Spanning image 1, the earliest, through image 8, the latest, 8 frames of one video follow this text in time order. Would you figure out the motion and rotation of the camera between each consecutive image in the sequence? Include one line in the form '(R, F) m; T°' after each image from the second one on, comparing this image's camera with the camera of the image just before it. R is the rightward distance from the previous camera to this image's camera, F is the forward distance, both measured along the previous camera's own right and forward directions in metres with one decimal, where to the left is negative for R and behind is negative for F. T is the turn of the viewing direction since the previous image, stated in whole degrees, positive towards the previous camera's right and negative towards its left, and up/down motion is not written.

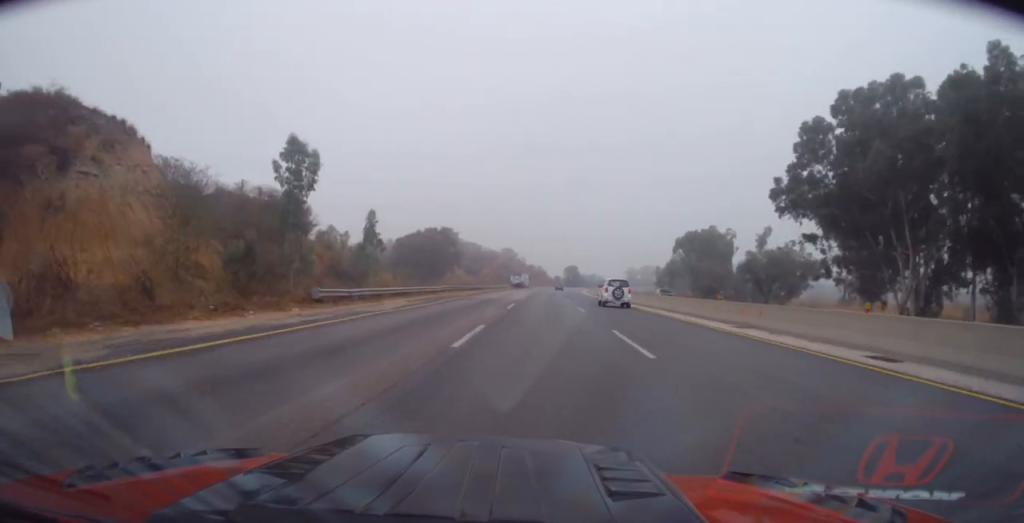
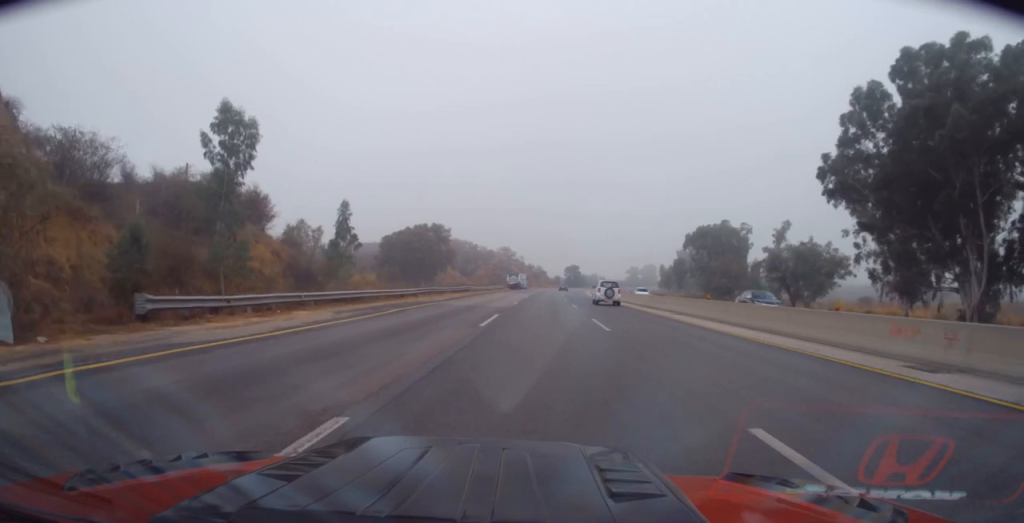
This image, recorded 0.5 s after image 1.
(+0.1, +11.6) m; +1°
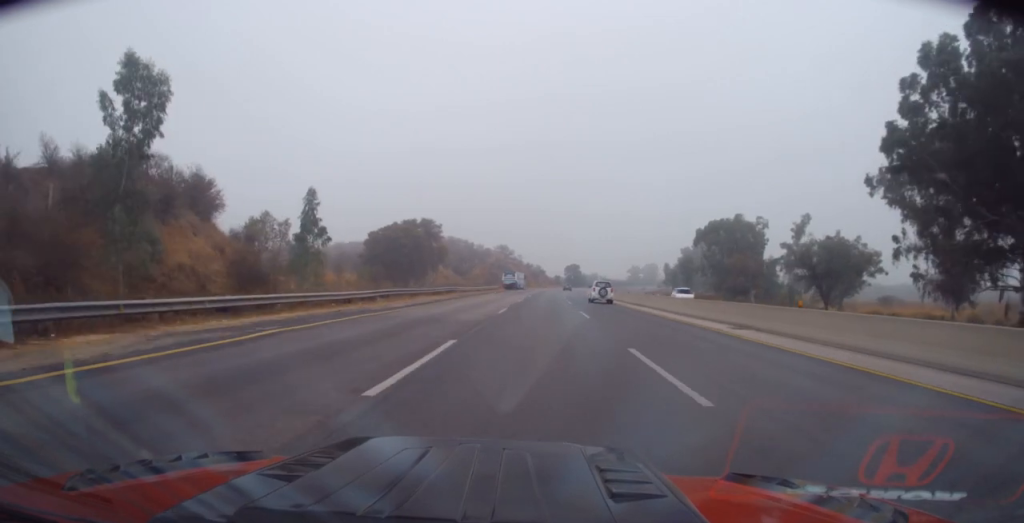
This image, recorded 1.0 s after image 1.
(0.0, +10.8) m; 0°
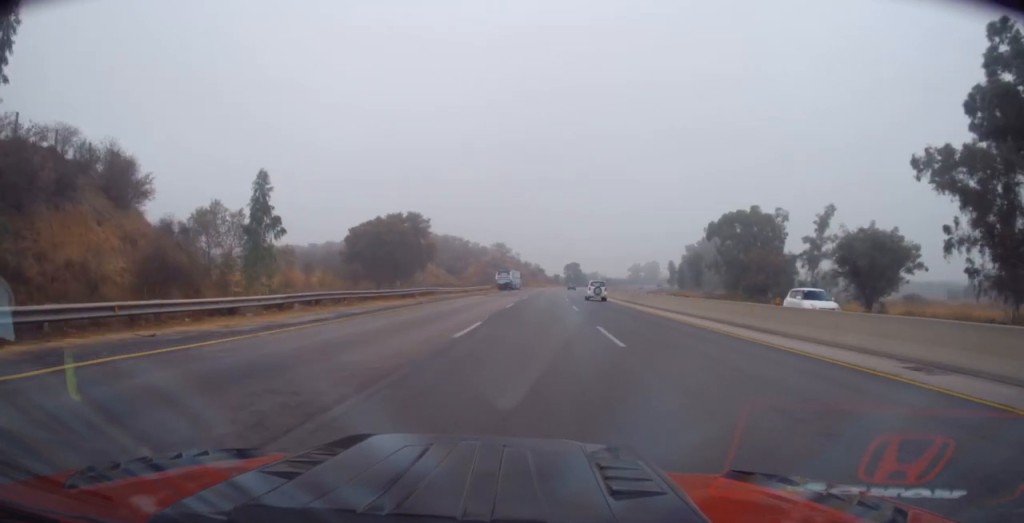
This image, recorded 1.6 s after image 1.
(+0.1, +11.6) m; -1°
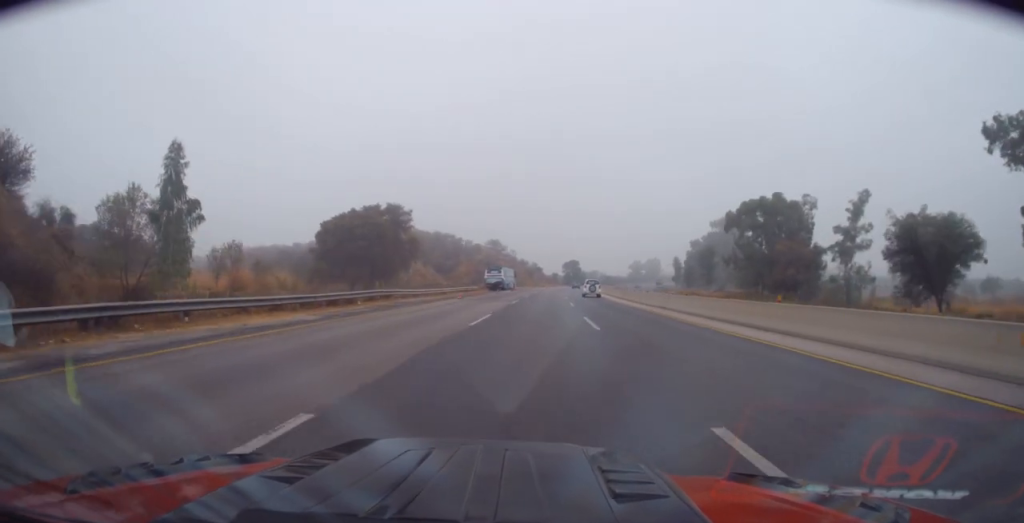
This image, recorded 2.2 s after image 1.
(-0.3, +13.6) m; 0°
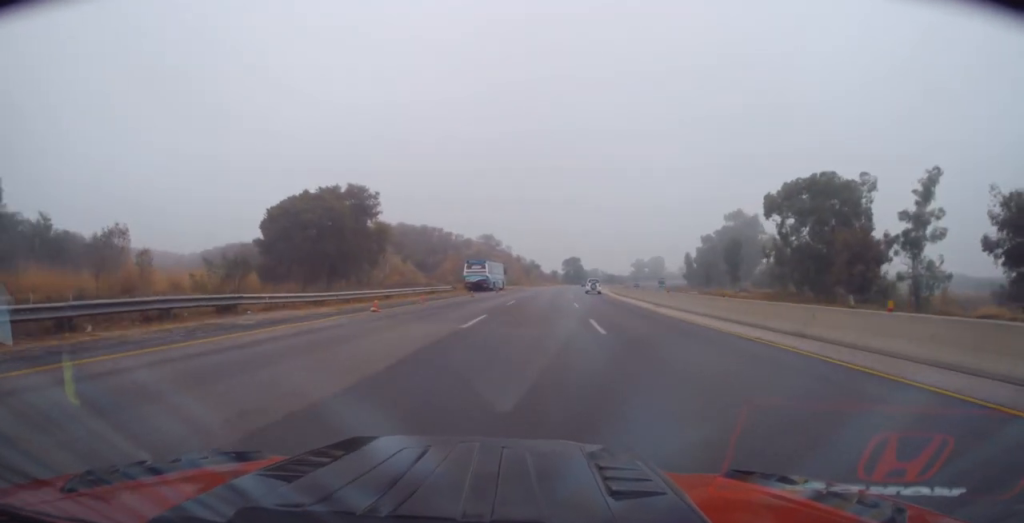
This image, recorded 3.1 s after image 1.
(0.0, +19.9) m; 0°
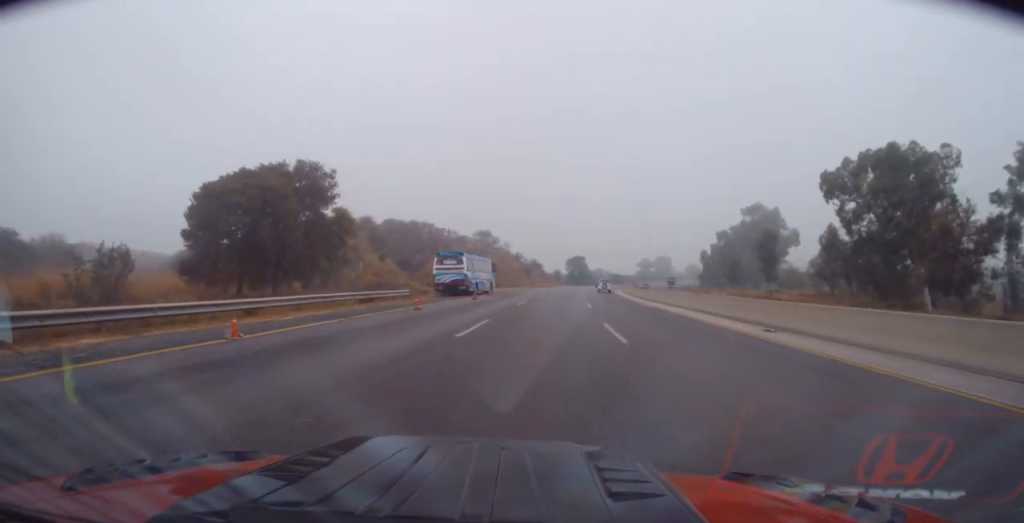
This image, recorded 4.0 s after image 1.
(+0.2, +18.2) m; +1°
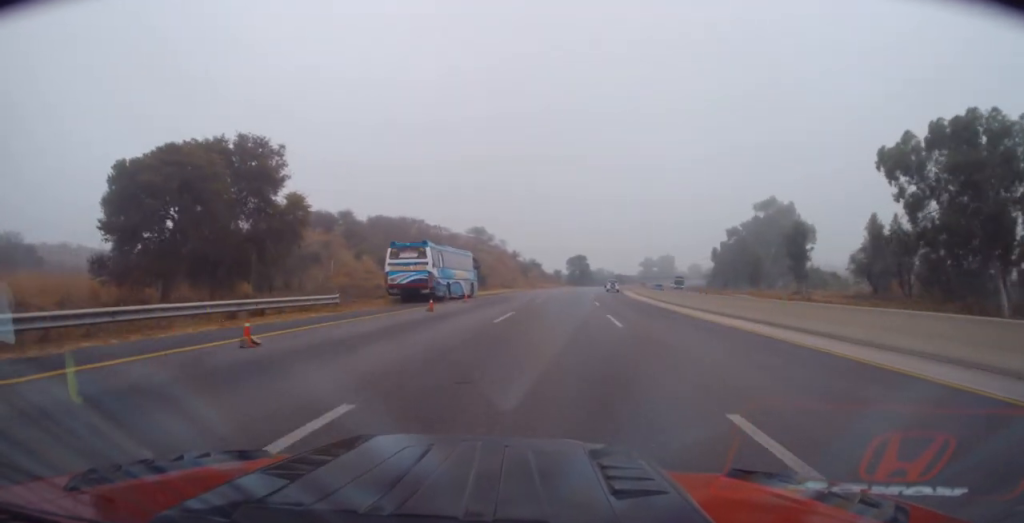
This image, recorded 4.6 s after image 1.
(0.0, +13.3) m; 0°
